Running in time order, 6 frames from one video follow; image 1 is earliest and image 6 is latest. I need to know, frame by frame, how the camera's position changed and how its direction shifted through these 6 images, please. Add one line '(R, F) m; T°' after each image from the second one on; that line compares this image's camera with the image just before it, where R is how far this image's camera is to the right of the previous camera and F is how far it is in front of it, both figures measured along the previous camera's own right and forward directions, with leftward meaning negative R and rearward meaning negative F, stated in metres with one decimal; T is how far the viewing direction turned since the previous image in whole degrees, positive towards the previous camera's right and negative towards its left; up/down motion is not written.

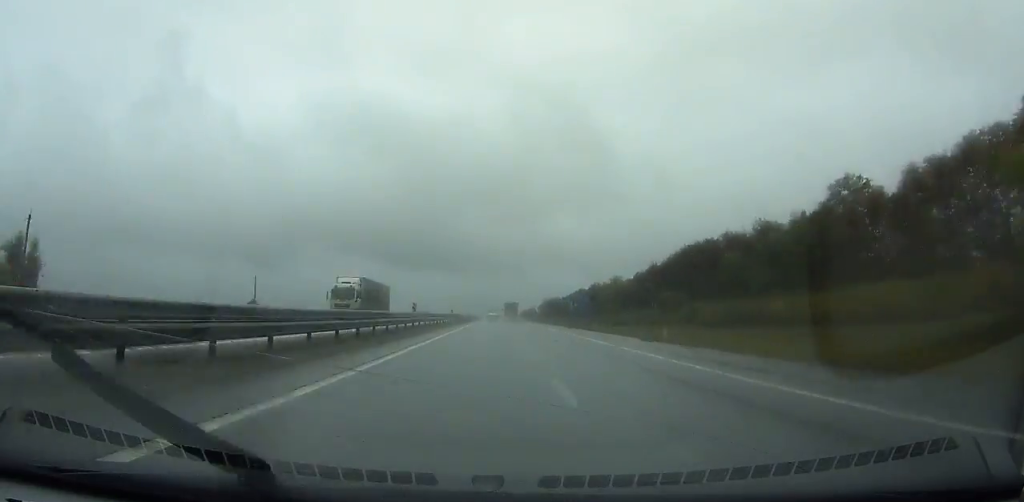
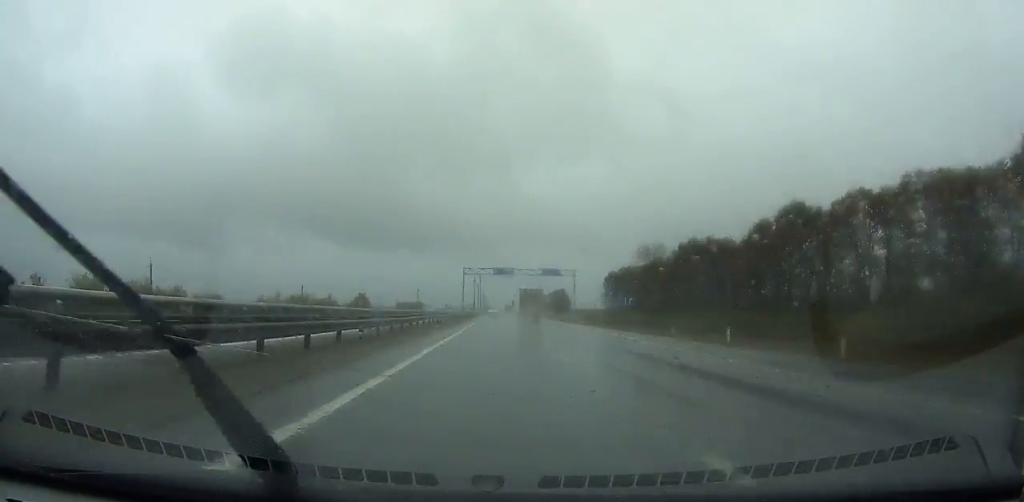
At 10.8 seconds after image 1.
(-1.5, +303.7) m; 0°
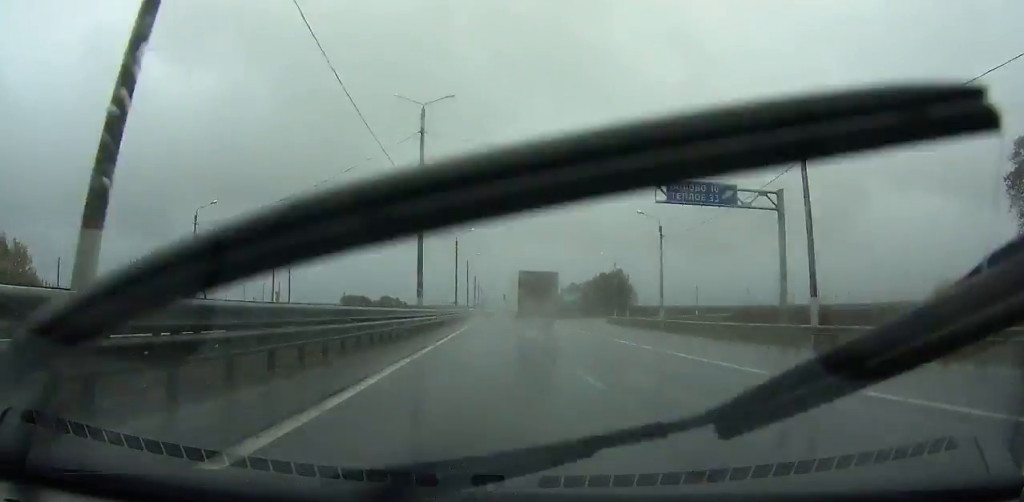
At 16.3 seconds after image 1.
(-0.2, +158.8) m; 0°
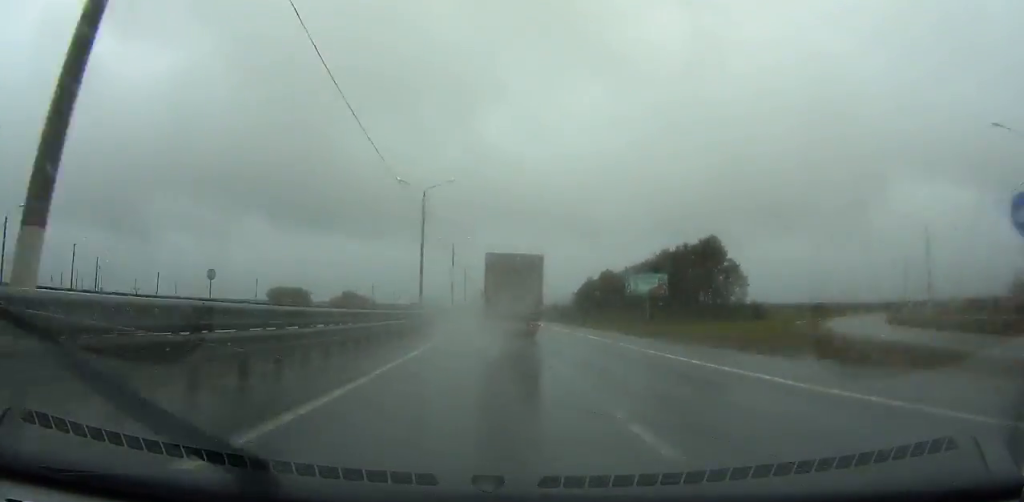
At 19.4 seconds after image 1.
(+0.3, +87.0) m; 0°
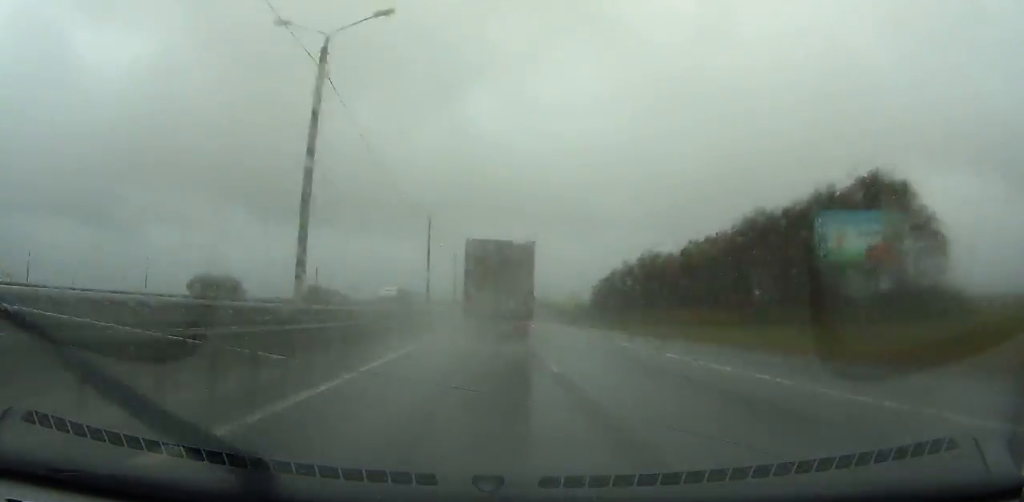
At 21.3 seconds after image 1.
(-0.1, +51.3) m; 0°
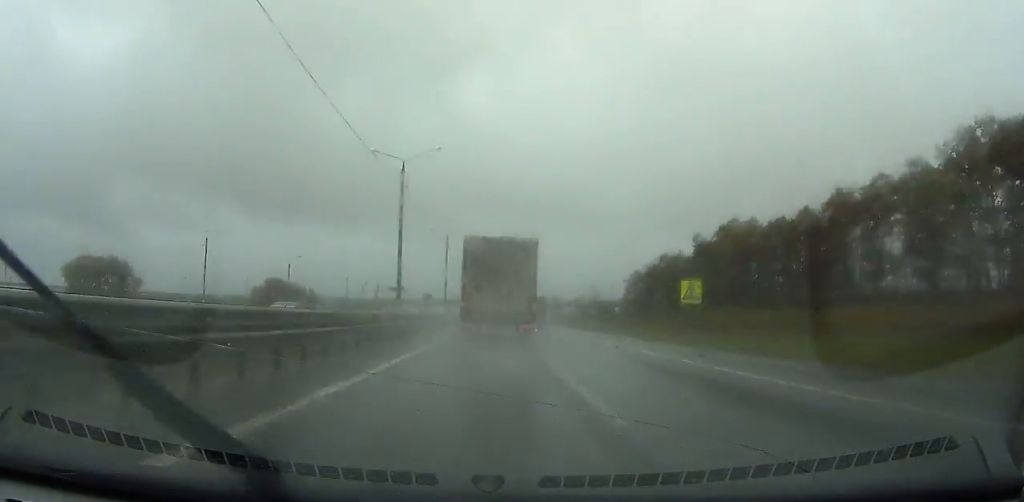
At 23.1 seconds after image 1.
(-0.1, +47.7) m; 0°
